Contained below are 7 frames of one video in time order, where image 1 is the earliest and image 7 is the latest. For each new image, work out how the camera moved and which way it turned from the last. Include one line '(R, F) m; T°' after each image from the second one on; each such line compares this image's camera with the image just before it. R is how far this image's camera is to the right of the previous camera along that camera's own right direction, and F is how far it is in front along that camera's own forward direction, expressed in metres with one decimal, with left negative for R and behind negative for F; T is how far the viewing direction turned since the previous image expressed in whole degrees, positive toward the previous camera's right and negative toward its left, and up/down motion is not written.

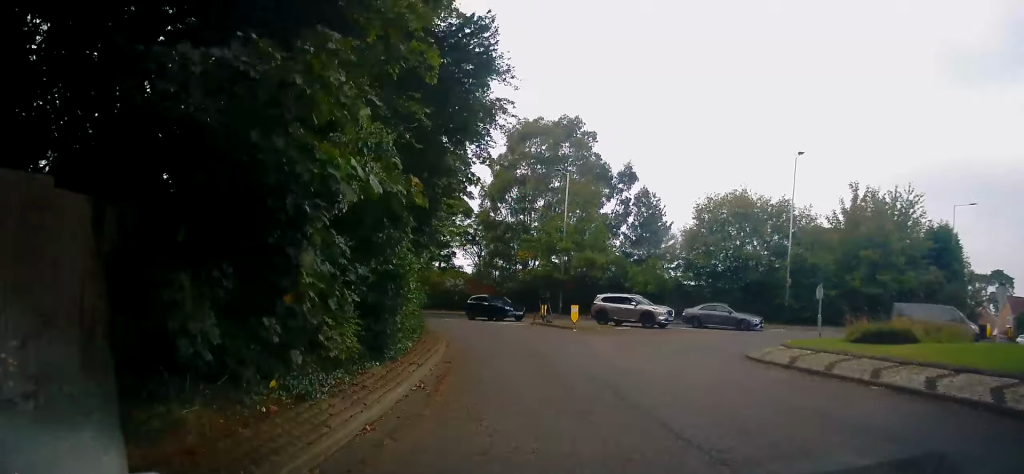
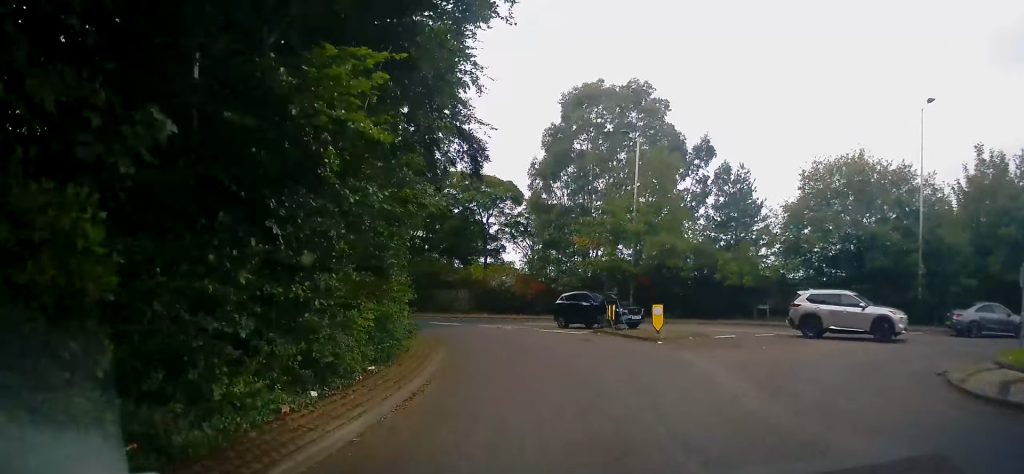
(-0.6, +8.9) m; -6°
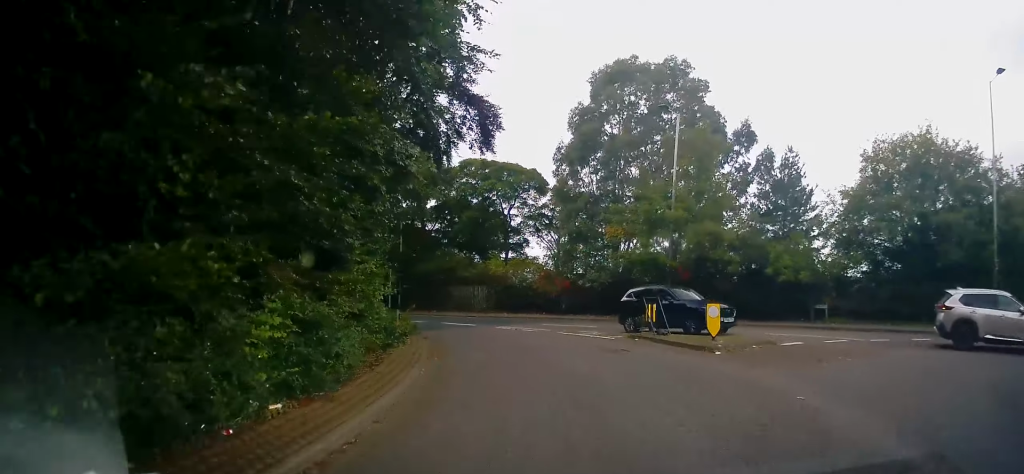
(0.0, +4.1) m; -4°
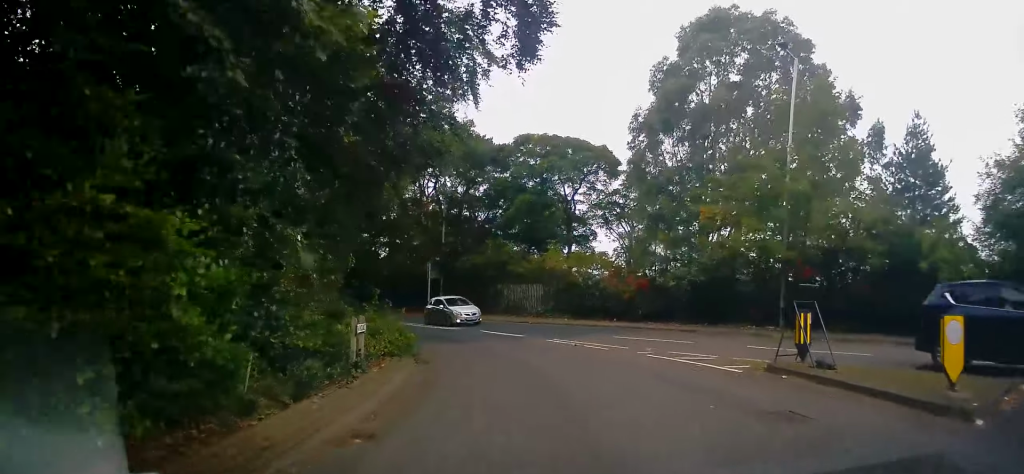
(-0.6, +7.7) m; -9°
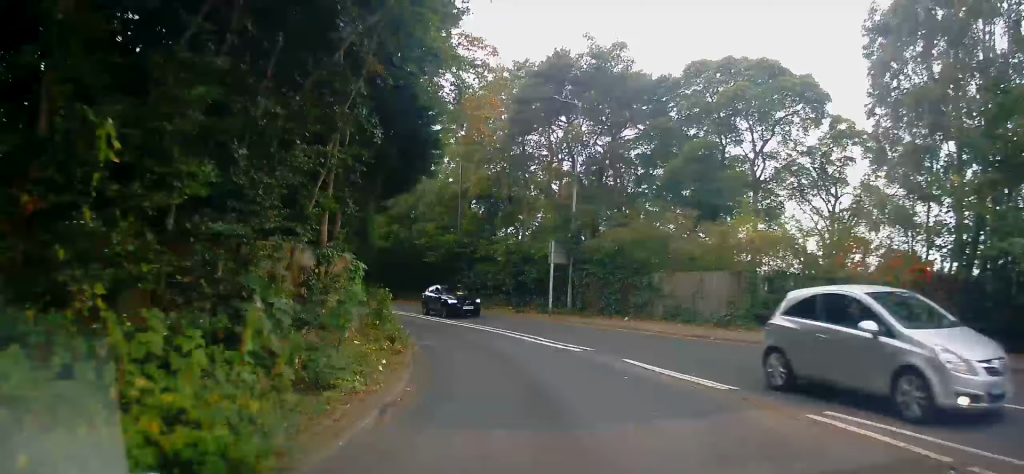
(-1.4, +12.5) m; -8°
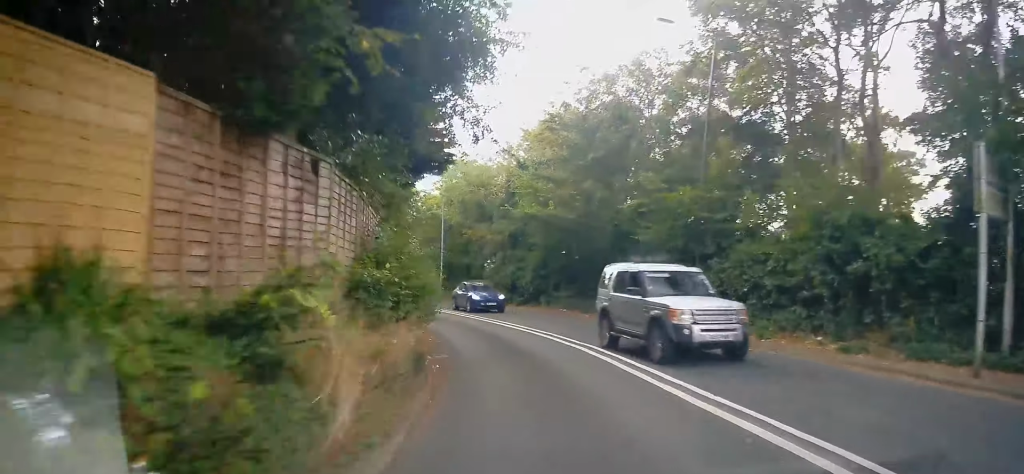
(-3.0, +18.0) m; -23°
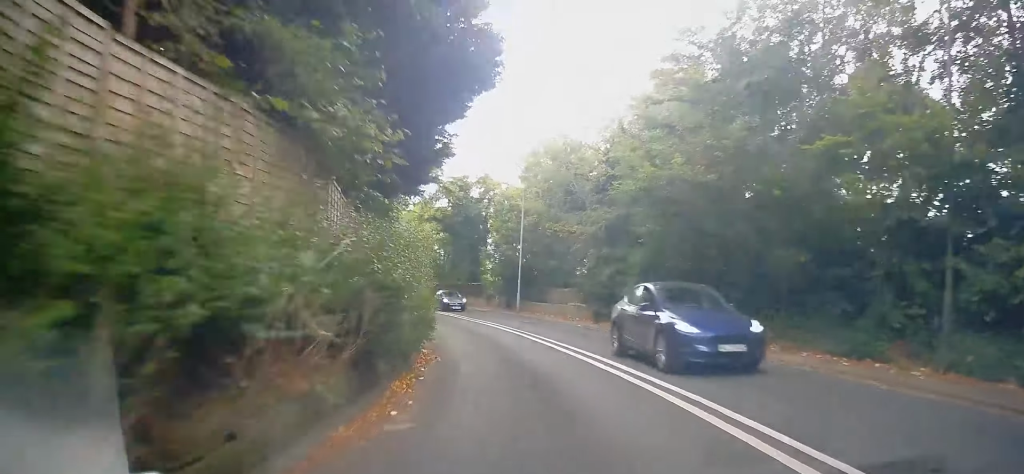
(-0.8, +9.7) m; -8°
